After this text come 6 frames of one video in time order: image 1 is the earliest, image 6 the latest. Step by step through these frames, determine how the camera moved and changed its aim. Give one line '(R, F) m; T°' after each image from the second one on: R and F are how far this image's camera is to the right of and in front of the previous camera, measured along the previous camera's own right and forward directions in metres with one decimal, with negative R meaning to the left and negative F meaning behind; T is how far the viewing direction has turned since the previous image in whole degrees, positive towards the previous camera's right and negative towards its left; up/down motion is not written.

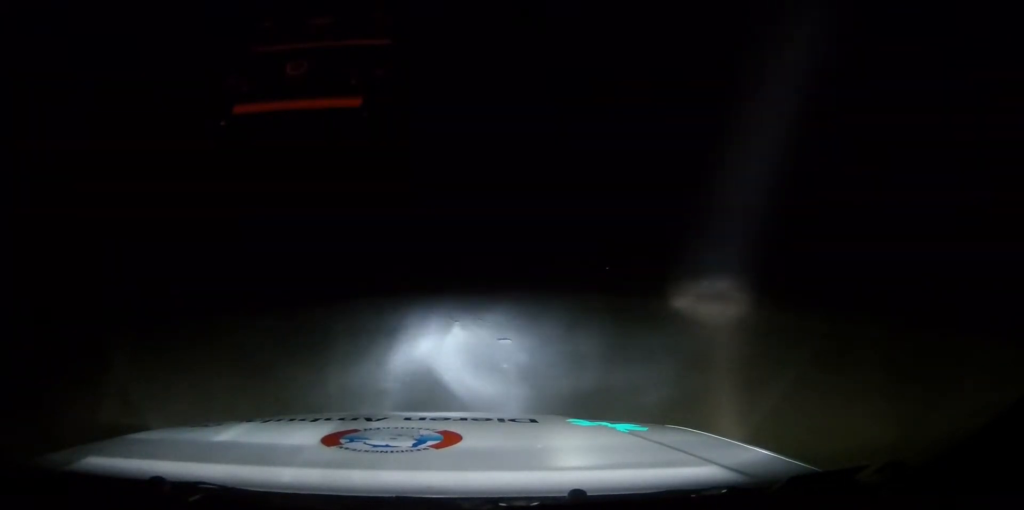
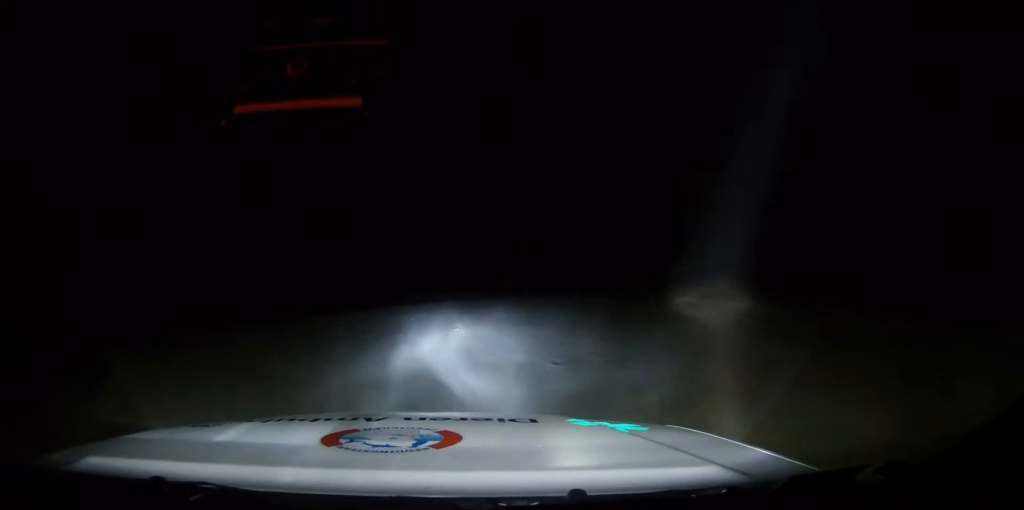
(-0.4, +9.0) m; -3°
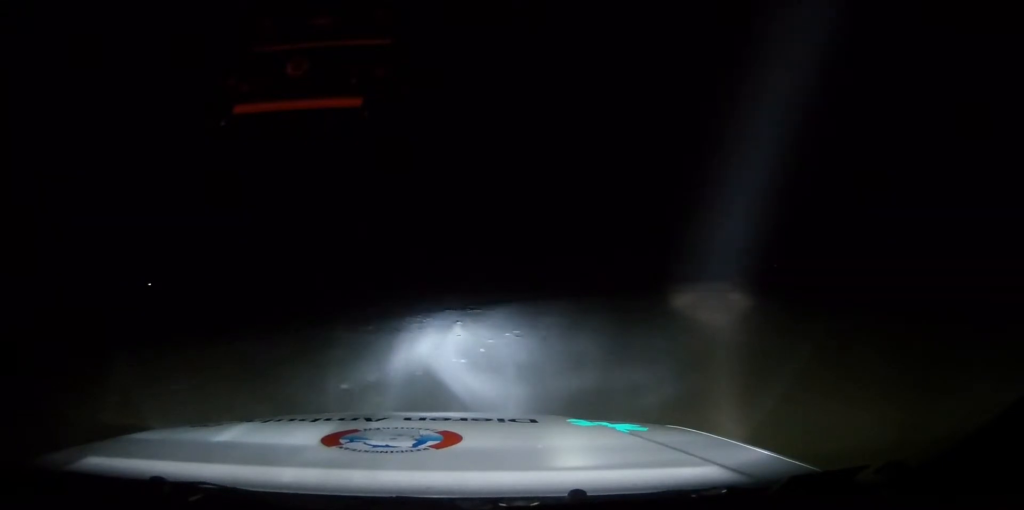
(-0.1, +11.6) m; 0°
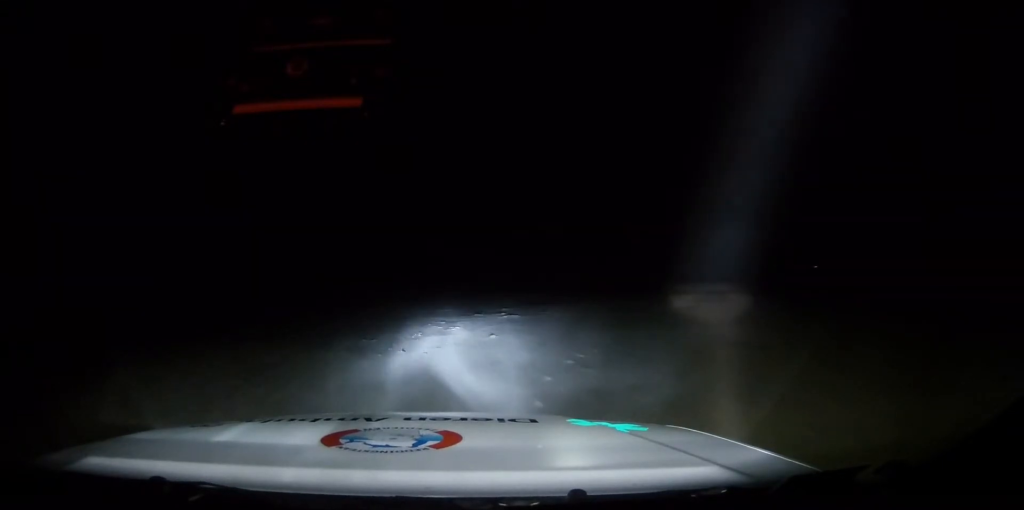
(0.0, +5.1) m; 0°
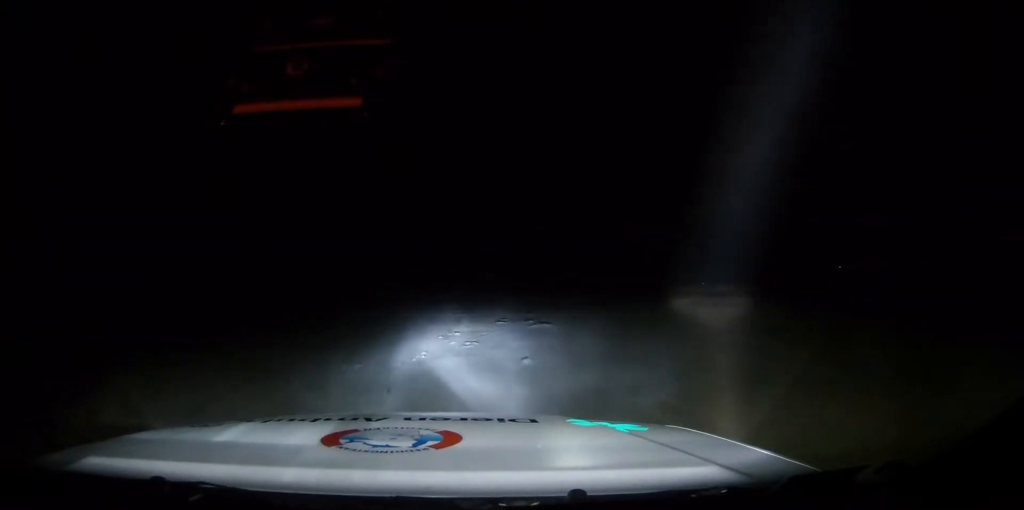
(0.0, +4.4) m; 0°
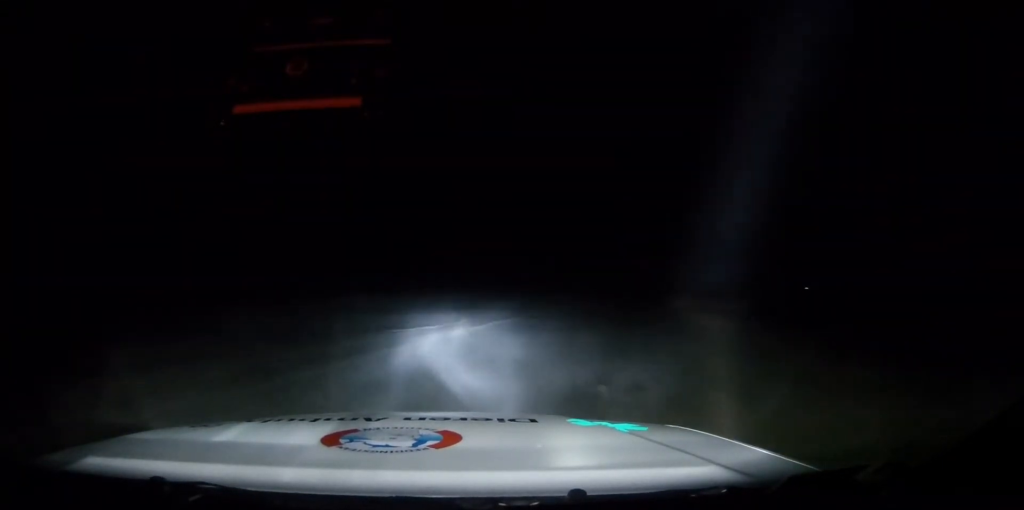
(-0.3, +19.8) m; -2°
